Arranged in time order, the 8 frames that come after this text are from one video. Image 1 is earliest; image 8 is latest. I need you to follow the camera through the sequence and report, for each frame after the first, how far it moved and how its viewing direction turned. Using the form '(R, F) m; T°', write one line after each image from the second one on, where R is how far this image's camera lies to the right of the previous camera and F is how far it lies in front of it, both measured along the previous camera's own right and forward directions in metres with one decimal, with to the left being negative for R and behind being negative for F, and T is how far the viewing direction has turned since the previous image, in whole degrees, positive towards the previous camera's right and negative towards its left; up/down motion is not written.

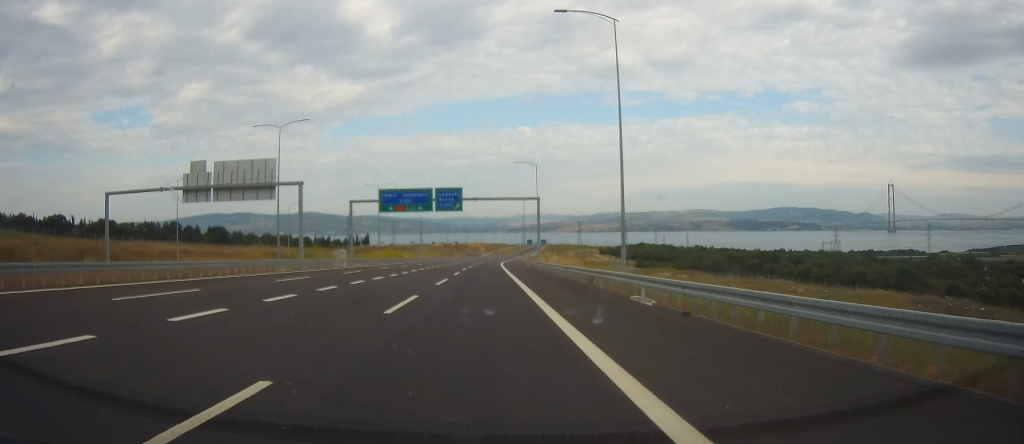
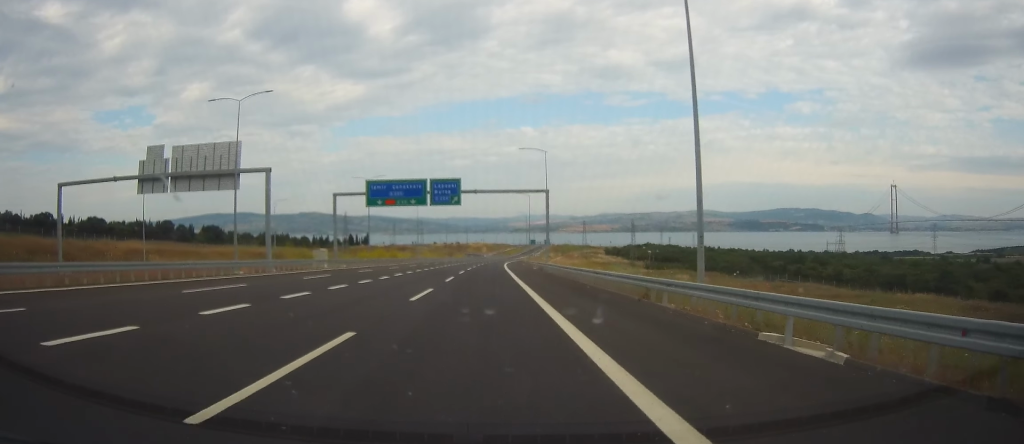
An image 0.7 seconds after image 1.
(0.0, +10.2) m; -1°
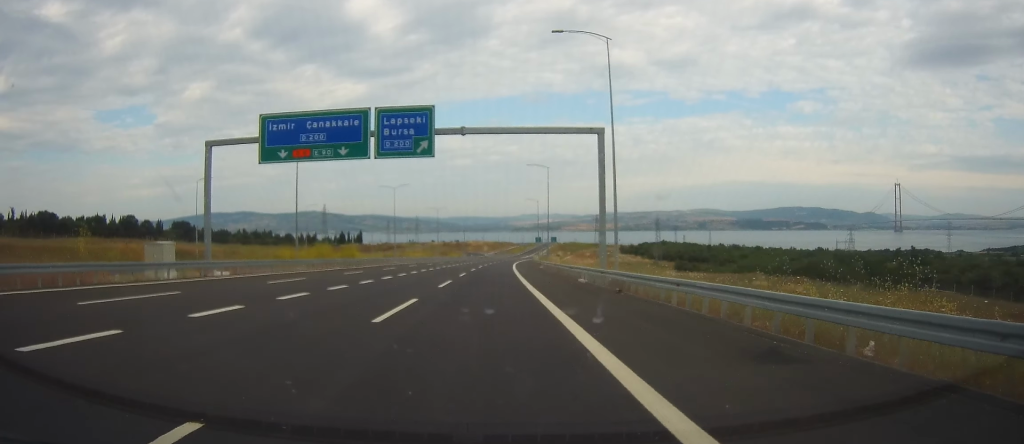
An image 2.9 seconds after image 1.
(0.0, +34.7) m; 0°
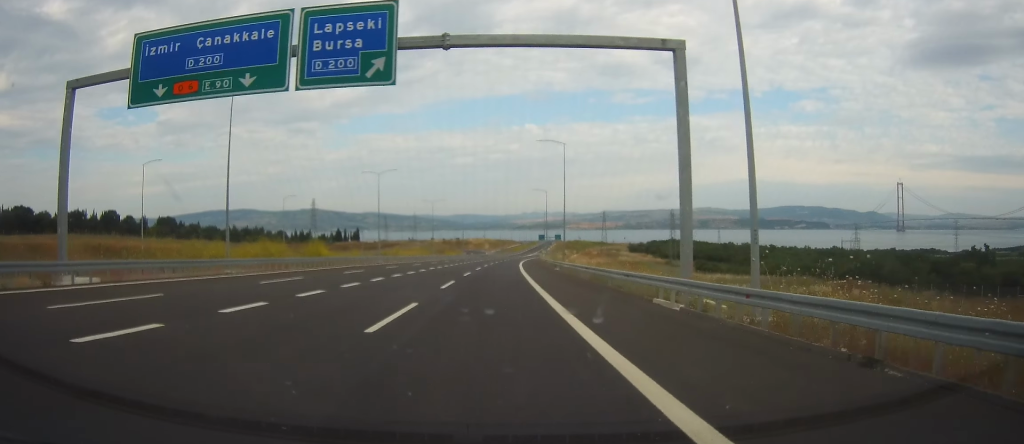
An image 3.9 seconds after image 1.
(-0.1, +15.8) m; -1°
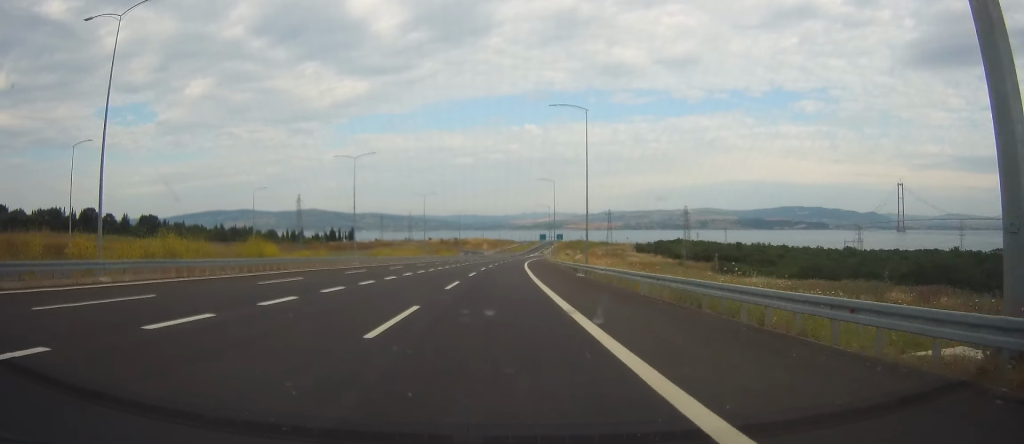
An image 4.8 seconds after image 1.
(-0.2, +15.5) m; 0°
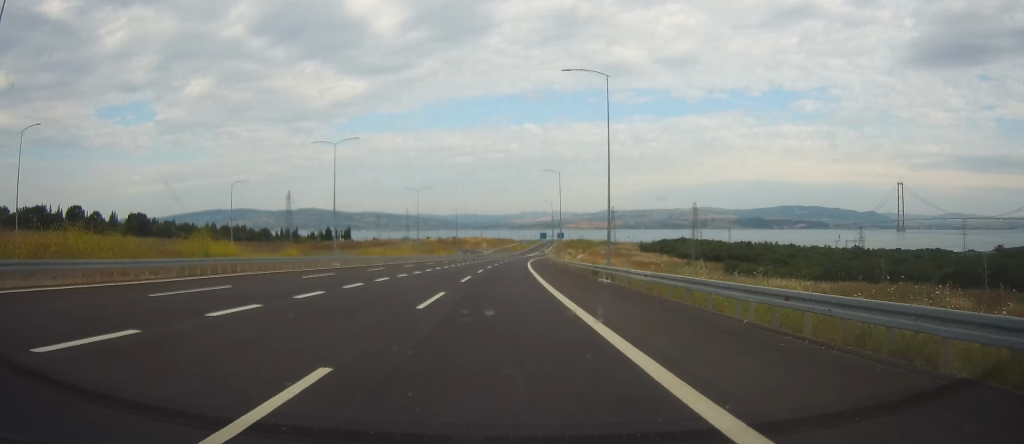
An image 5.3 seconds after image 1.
(+0.2, +9.2) m; +1°
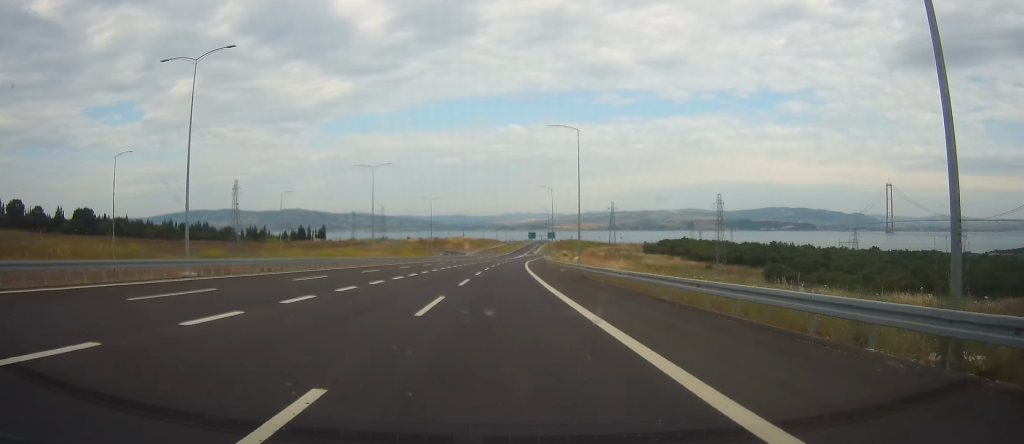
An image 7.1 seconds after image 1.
(0.0, +30.6) m; +1°
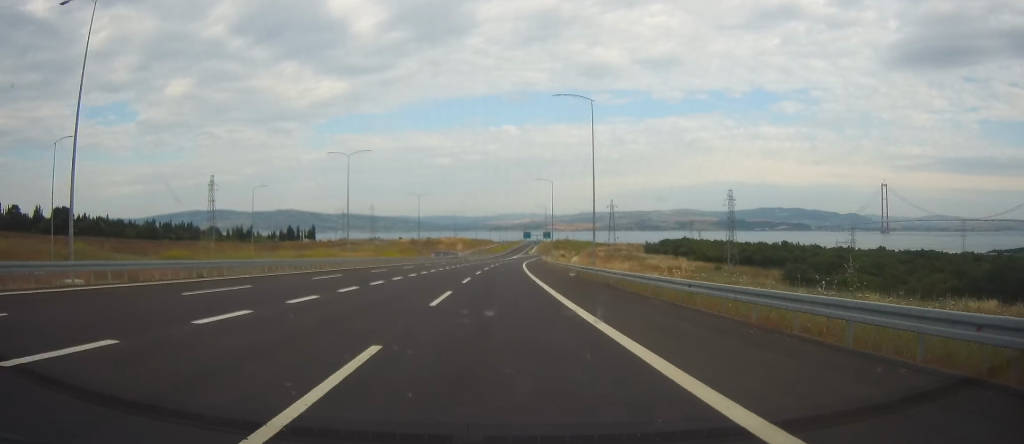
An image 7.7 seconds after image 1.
(+0.1, +11.7) m; +1°
